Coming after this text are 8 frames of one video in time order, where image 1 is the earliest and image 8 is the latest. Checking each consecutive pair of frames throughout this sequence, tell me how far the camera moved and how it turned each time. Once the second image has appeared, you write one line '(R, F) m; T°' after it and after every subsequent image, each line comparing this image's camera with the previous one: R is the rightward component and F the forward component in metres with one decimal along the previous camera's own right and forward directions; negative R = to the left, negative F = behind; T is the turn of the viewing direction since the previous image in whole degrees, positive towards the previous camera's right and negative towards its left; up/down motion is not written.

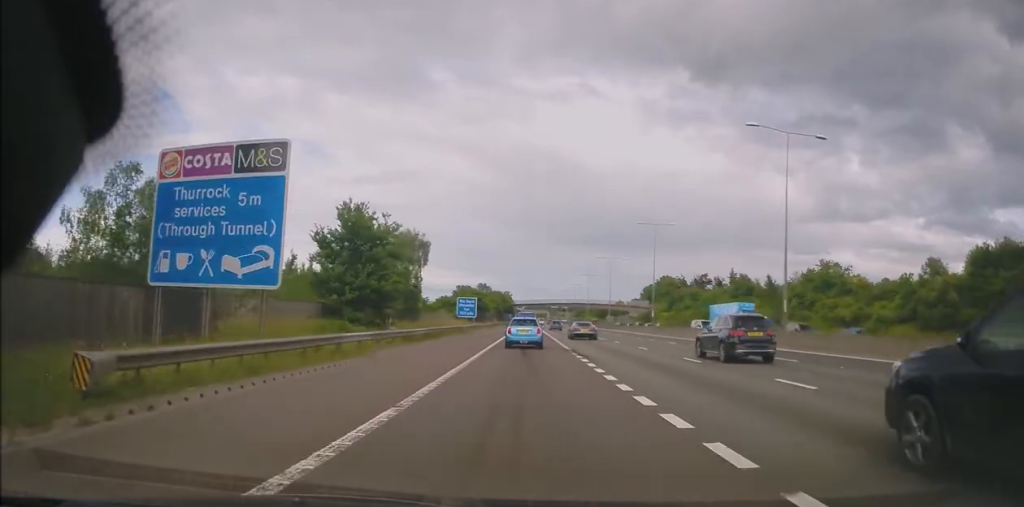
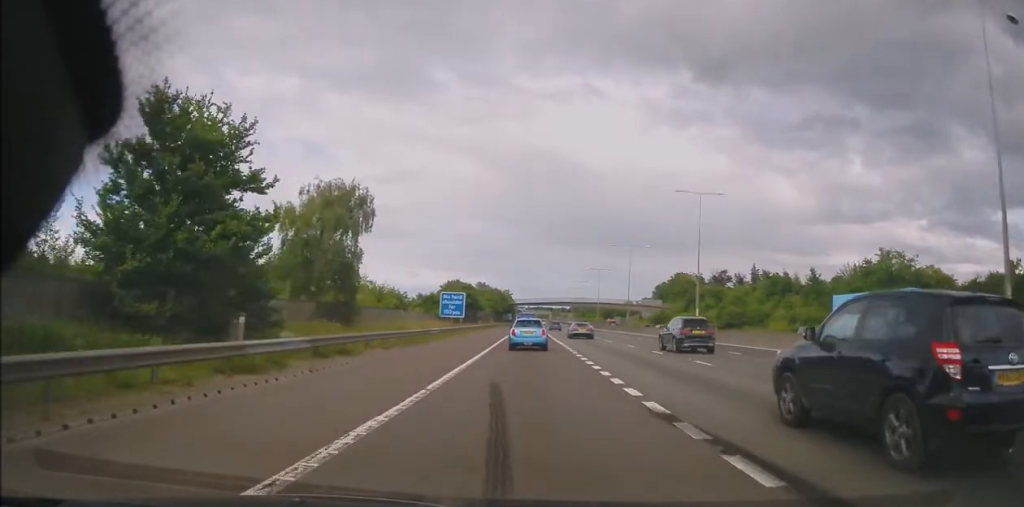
(+0.2, +18.9) m; +1°
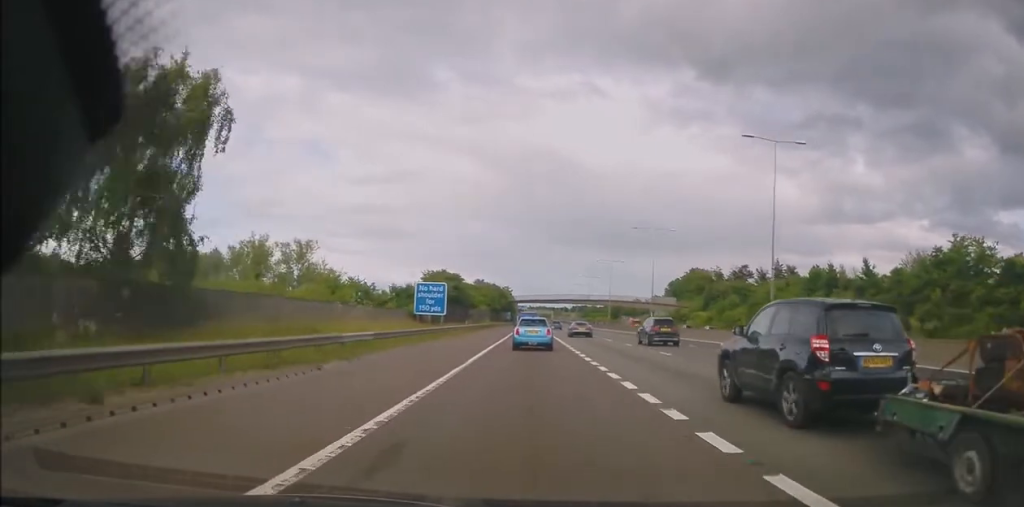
(+0.2, +17.1) m; 0°
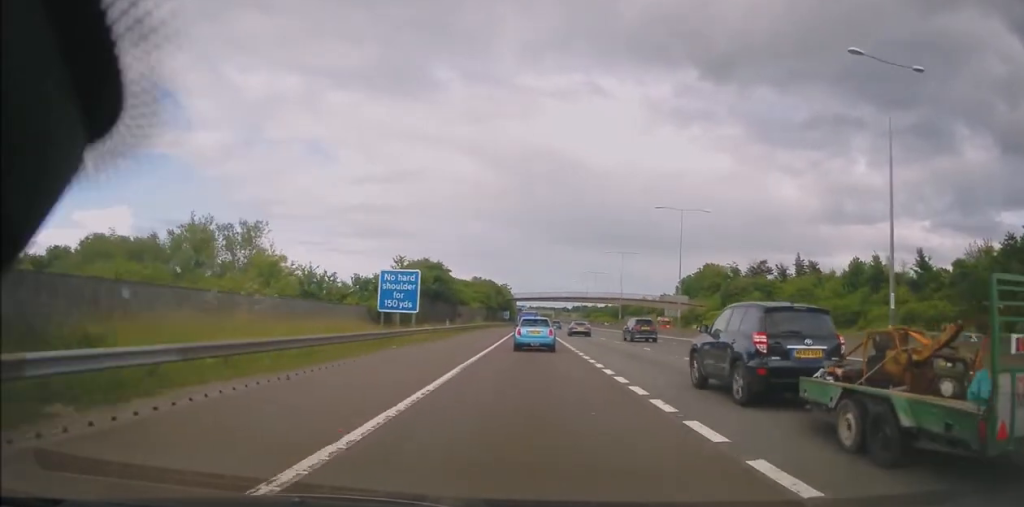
(-0.1, +13.7) m; -1°
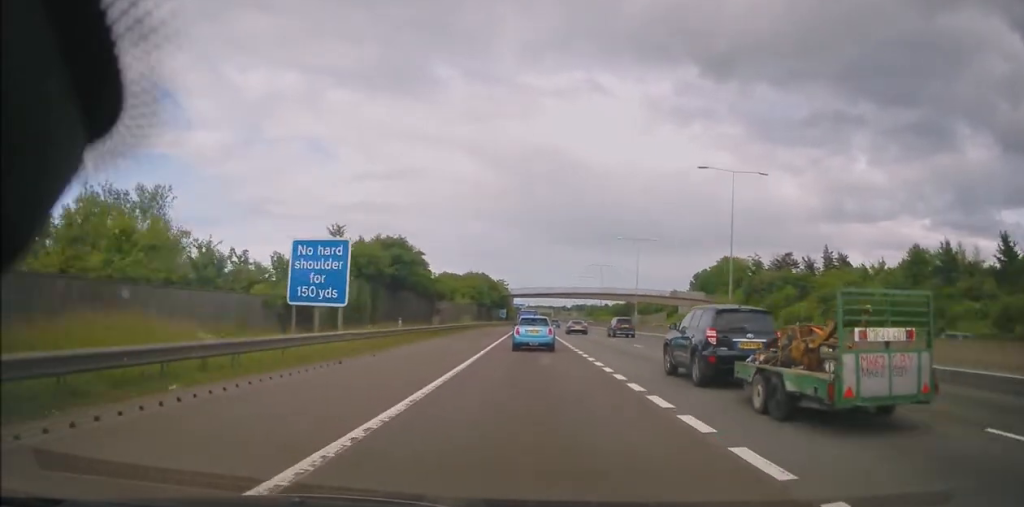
(-0.1, +16.3) m; 0°
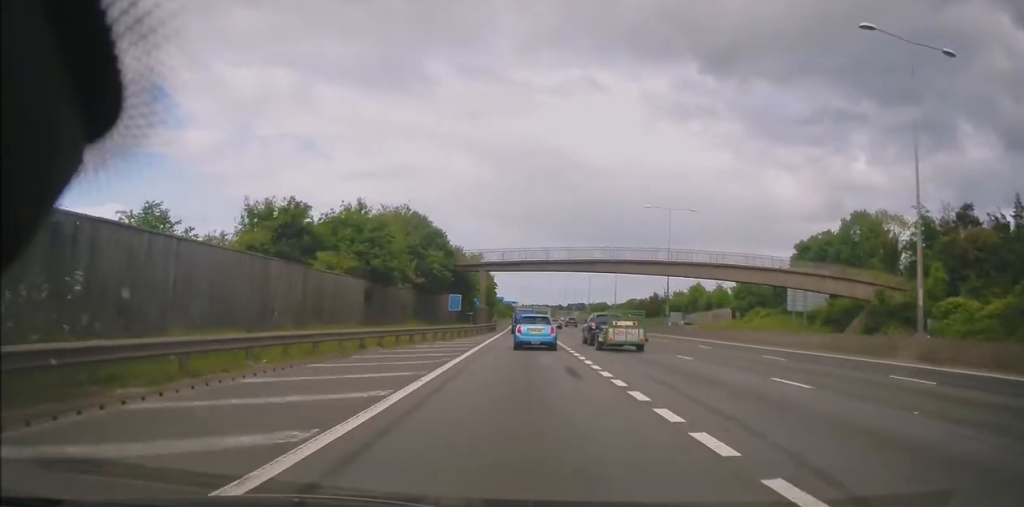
(+0.1, +65.8) m; 0°
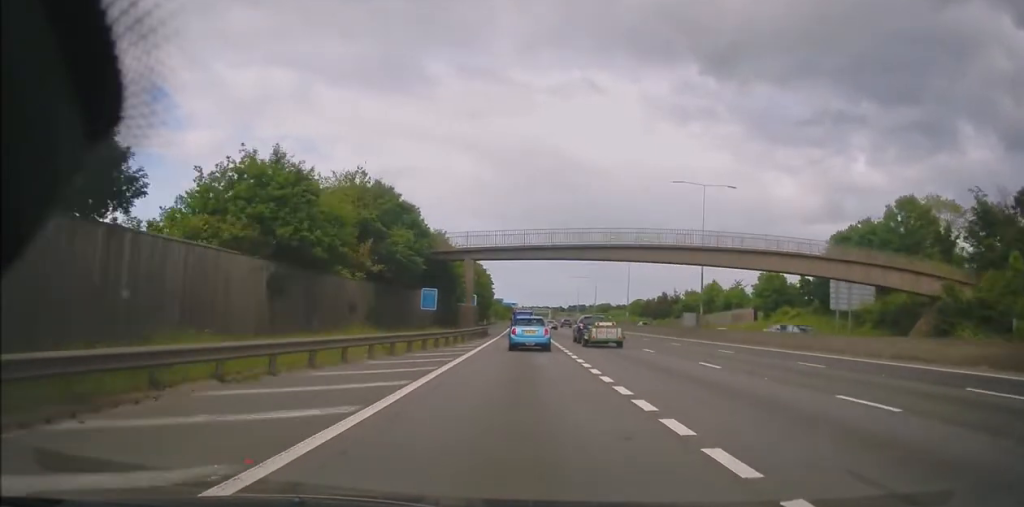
(+0.2, +12.6) m; 0°
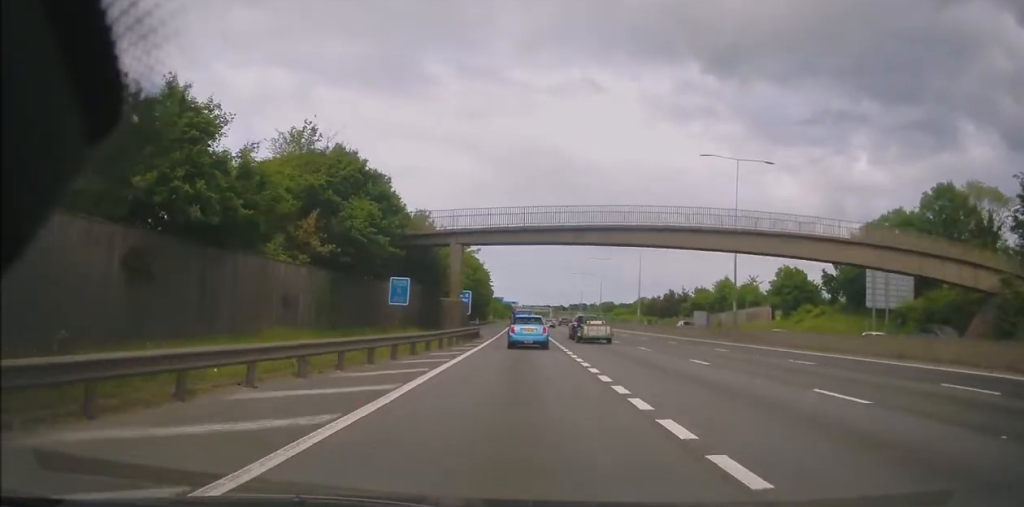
(+0.1, +8.3) m; 0°
